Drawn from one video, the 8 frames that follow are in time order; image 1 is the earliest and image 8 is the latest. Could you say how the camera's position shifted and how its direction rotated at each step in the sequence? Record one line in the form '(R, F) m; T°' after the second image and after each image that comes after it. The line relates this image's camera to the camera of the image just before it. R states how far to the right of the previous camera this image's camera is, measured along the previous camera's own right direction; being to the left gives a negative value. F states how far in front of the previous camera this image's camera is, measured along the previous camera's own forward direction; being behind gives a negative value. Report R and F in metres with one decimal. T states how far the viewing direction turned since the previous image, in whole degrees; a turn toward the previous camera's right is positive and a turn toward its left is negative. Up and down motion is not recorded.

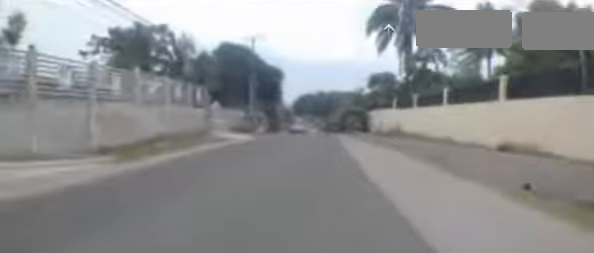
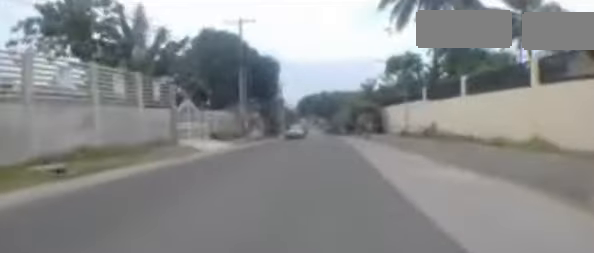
(0.0, +6.7) m; +1°
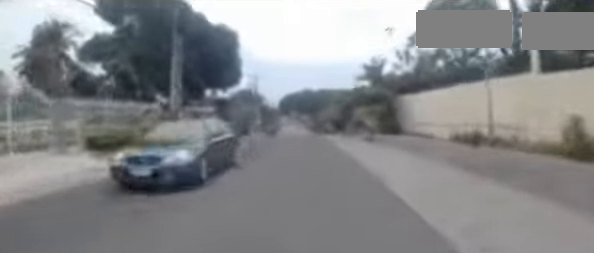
(+0.2, +11.9) m; +2°
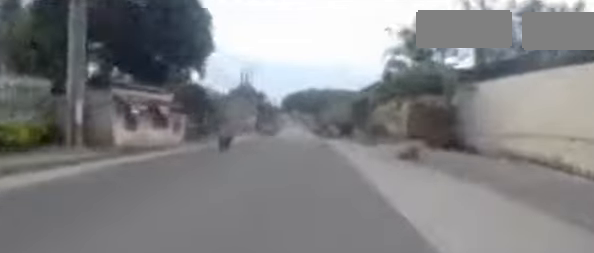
(+0.3, +8.4) m; 0°
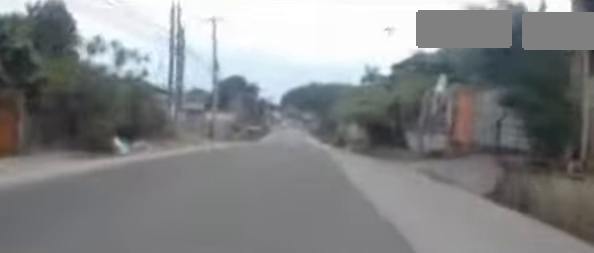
(-1.0, +20.5) m; -3°
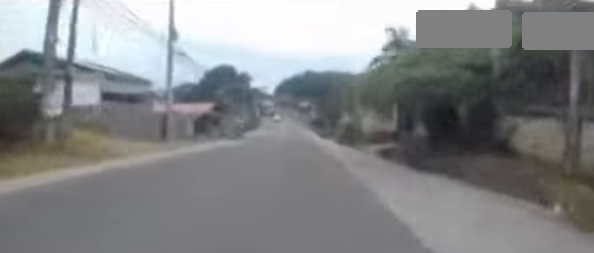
(0.0, +9.1) m; +1°
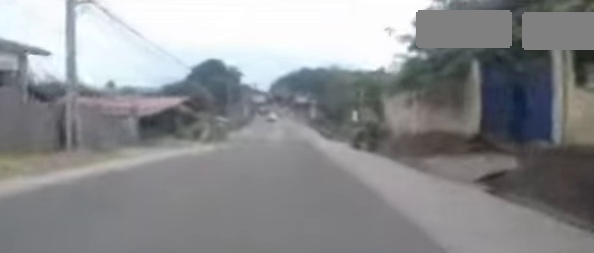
(+0.1, +9.4) m; -1°
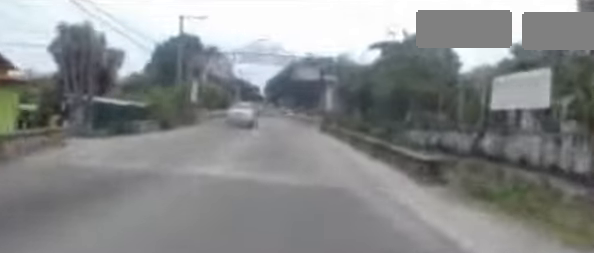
(-1.6, +23.4) m; -7°
